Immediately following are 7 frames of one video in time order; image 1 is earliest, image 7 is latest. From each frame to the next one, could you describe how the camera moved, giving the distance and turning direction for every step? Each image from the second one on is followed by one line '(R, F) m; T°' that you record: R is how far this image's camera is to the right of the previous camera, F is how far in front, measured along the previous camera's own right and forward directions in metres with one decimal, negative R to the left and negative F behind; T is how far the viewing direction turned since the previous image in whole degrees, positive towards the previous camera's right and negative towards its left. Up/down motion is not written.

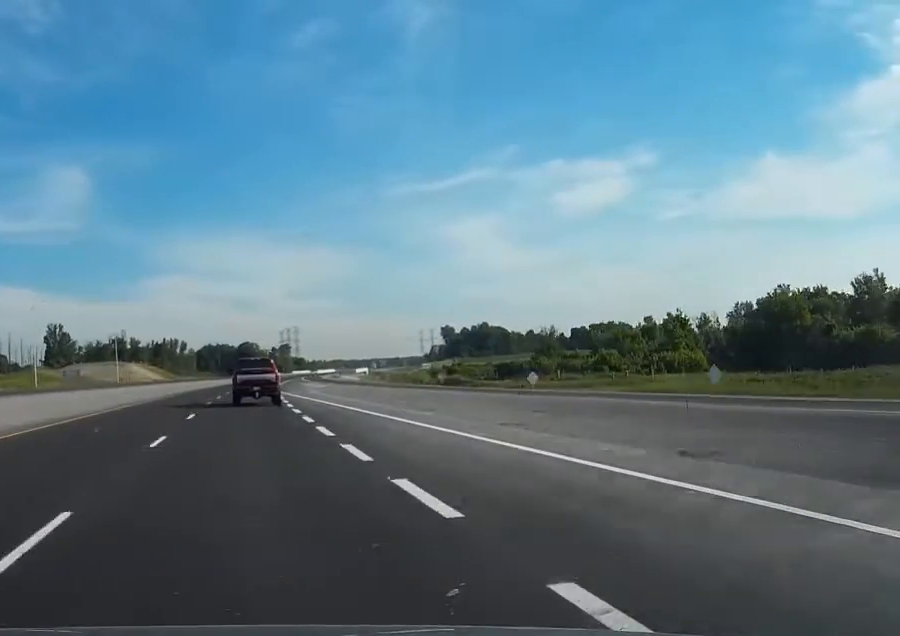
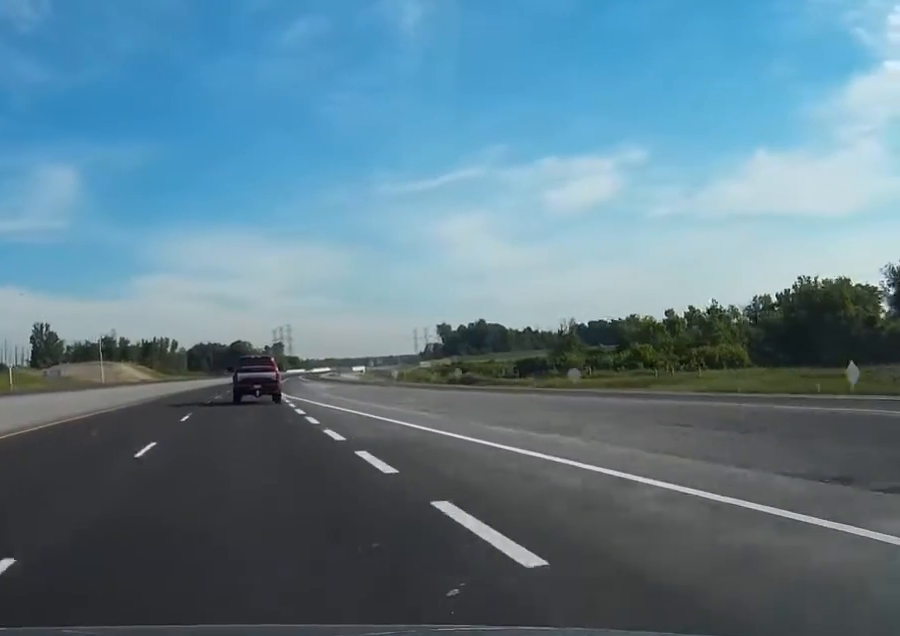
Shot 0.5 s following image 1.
(0.0, +14.3) m; +1°
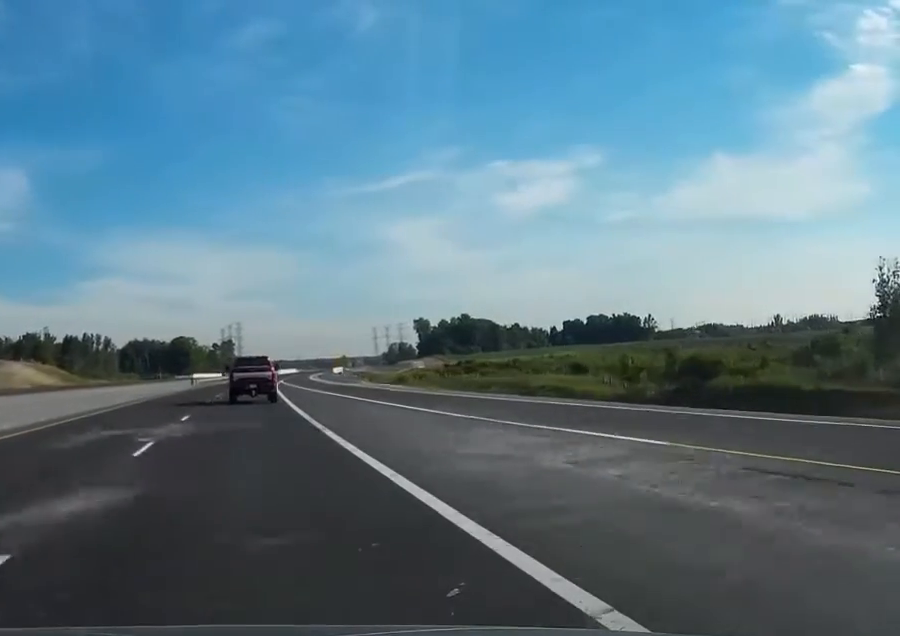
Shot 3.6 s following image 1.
(+3.6, +95.4) m; +4°
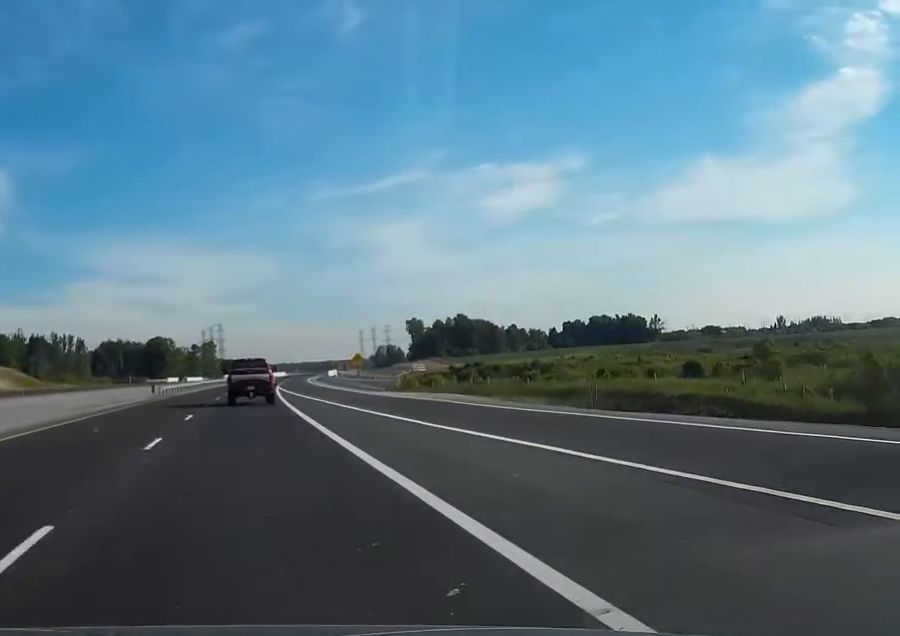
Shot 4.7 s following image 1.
(+0.3, +34.2) m; +1°
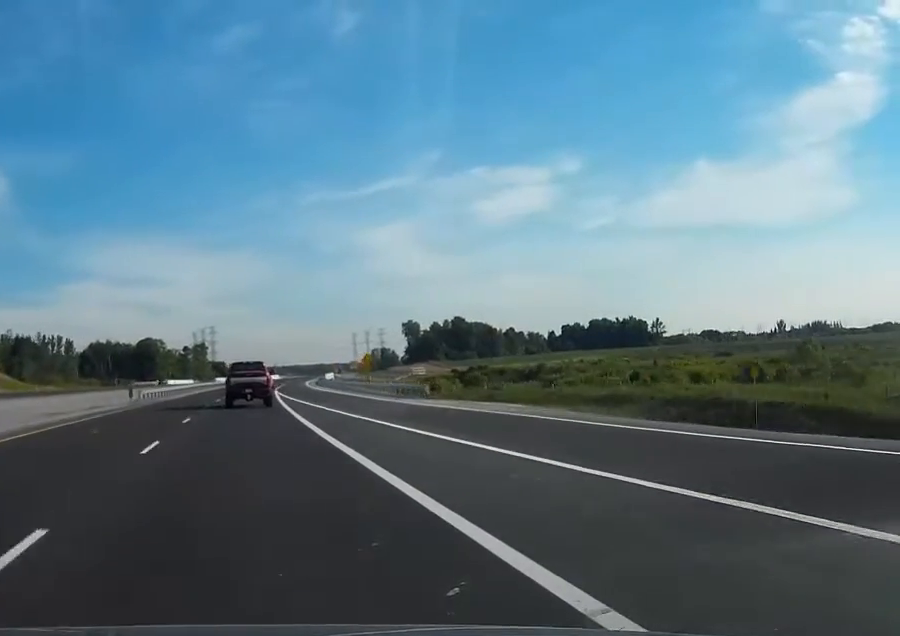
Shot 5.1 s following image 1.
(+0.1, +12.1) m; 0°
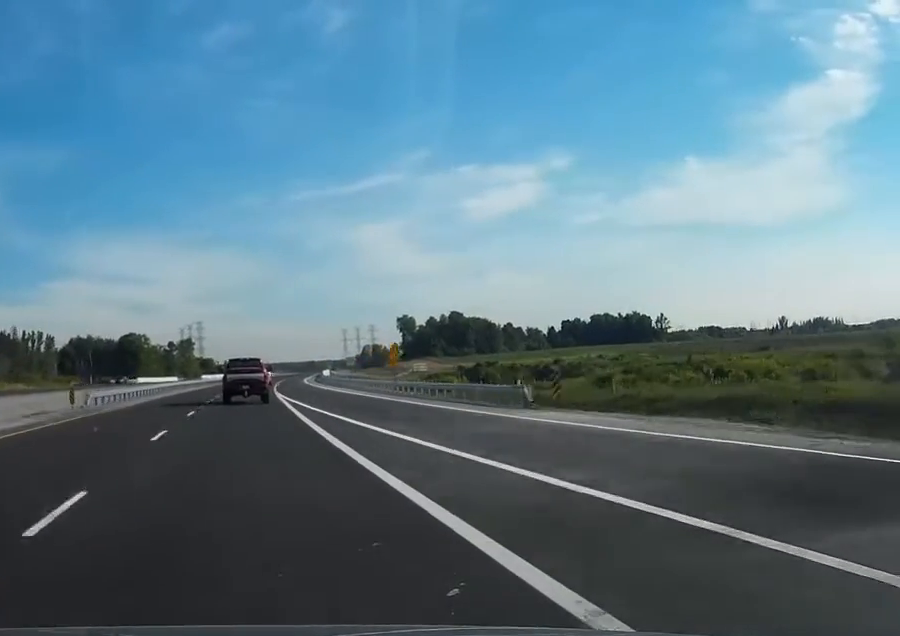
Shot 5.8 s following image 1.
(+0.1, +21.1) m; +1°
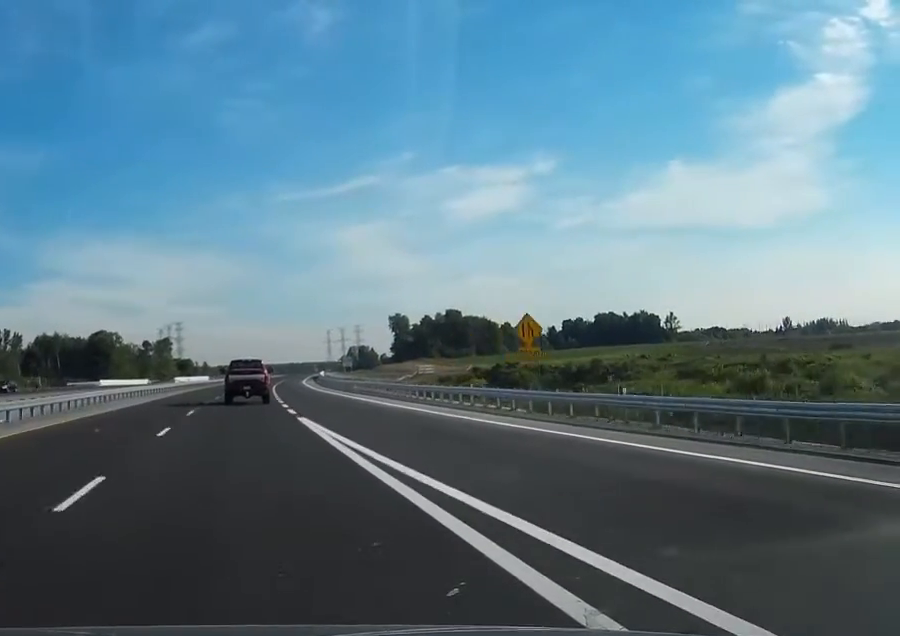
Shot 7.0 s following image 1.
(+0.3, +34.1) m; +1°
